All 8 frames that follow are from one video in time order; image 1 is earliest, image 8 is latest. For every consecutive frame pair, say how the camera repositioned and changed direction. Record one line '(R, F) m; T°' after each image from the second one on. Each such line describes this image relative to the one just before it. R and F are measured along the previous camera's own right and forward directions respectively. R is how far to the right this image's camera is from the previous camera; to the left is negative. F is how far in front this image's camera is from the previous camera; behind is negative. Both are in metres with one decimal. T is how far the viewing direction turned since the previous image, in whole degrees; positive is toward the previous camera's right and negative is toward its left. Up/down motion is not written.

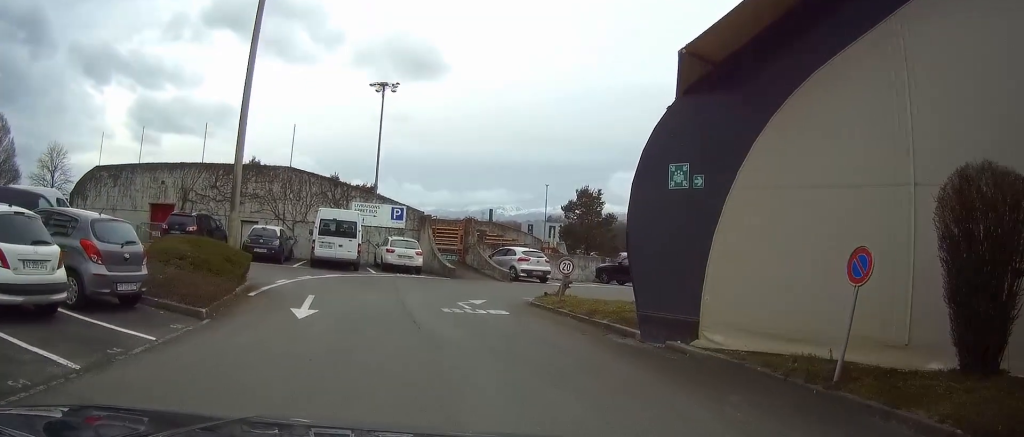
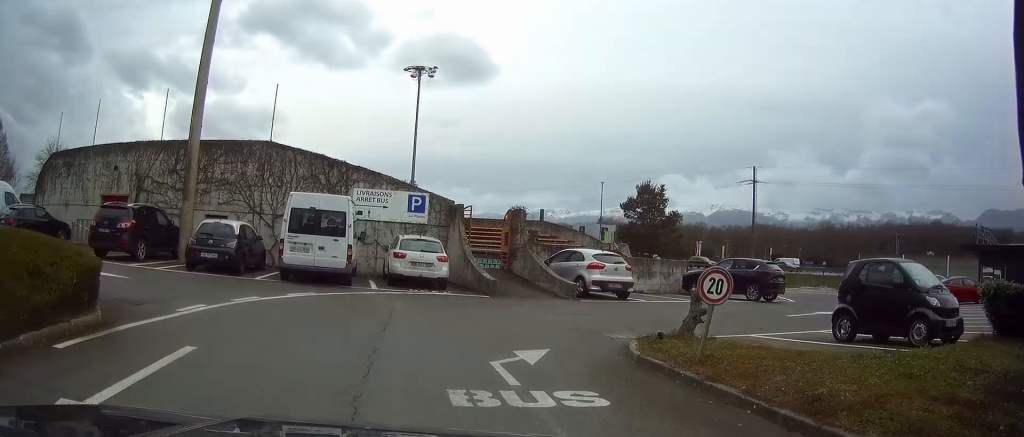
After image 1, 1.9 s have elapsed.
(0.0, +8.4) m; -5°
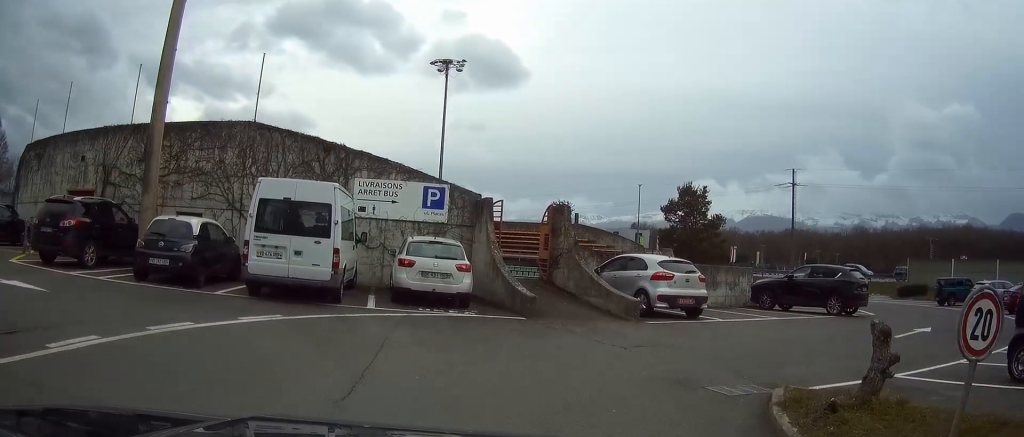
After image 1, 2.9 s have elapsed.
(-0.5, +4.5) m; -5°
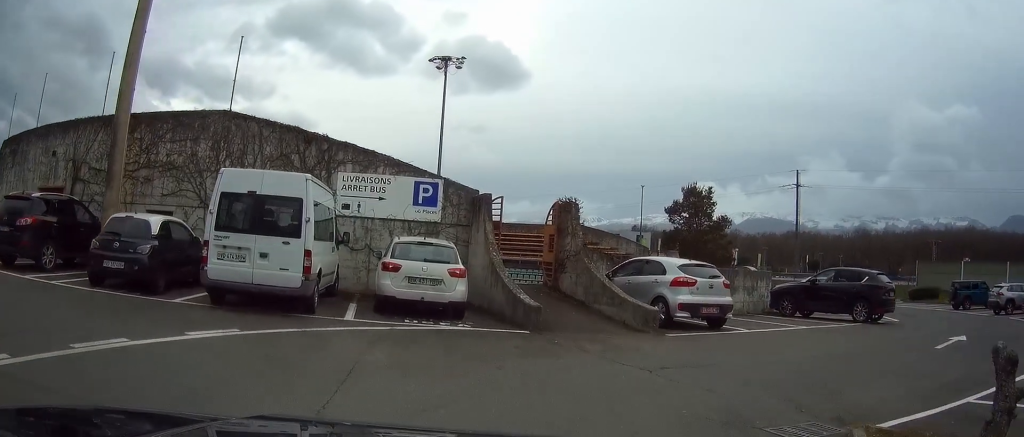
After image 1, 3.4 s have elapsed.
(+0.1, +1.8) m; +2°
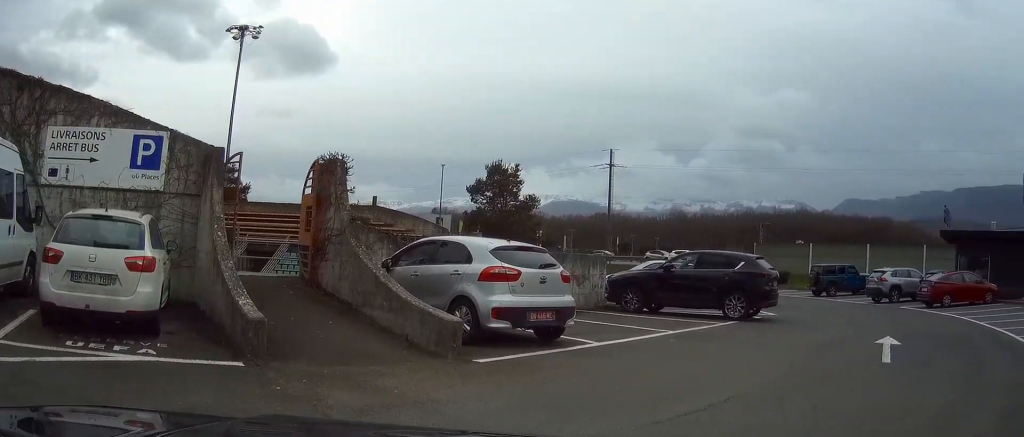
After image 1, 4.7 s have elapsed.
(+0.3, +4.9) m; +15°
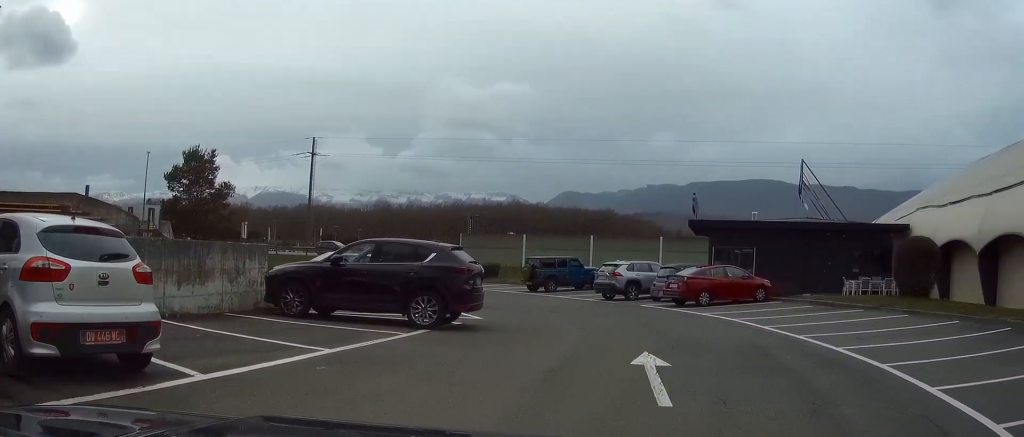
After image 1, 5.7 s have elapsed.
(+0.7, +3.6) m; +24°
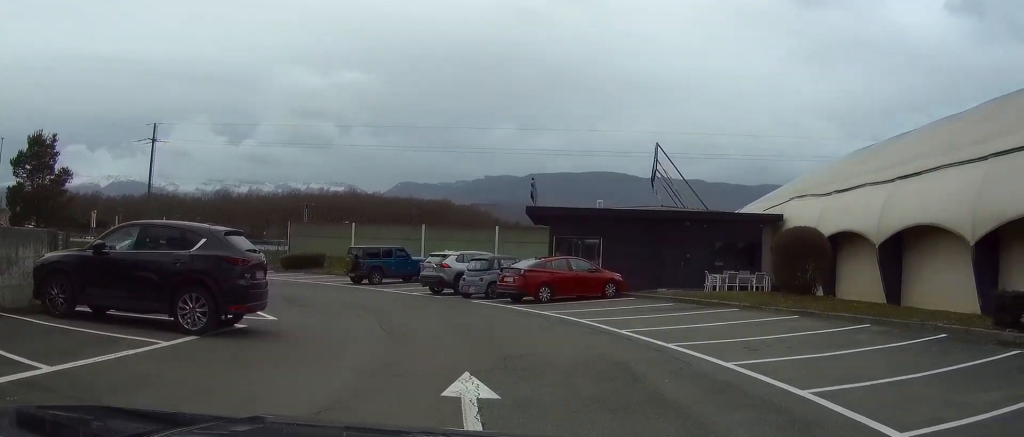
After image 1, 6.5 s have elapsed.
(+0.5, +2.6) m; +12°
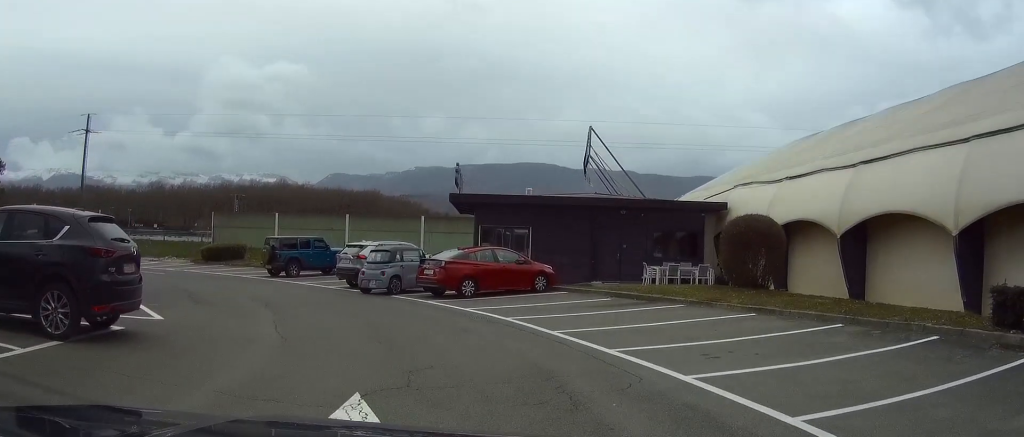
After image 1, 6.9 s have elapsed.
(+0.2, +1.8) m; +5°
